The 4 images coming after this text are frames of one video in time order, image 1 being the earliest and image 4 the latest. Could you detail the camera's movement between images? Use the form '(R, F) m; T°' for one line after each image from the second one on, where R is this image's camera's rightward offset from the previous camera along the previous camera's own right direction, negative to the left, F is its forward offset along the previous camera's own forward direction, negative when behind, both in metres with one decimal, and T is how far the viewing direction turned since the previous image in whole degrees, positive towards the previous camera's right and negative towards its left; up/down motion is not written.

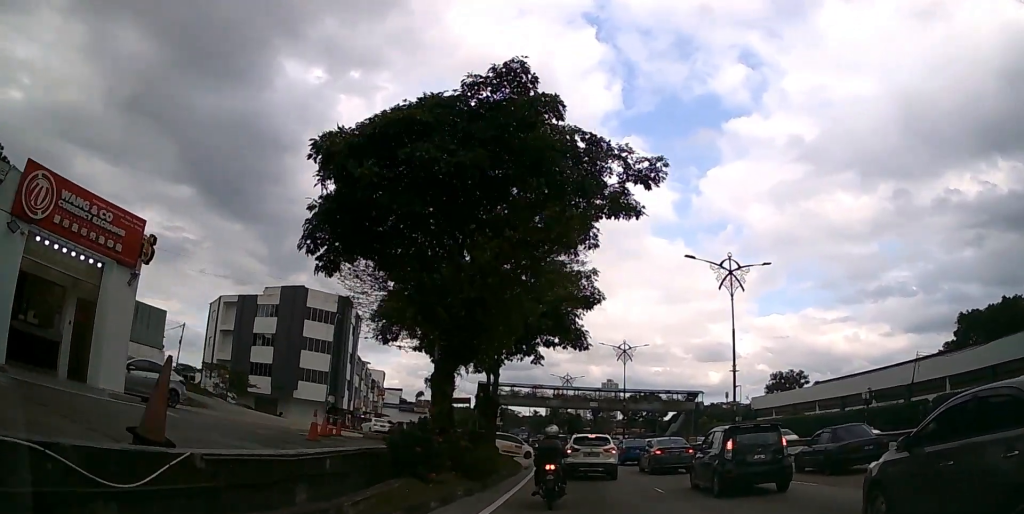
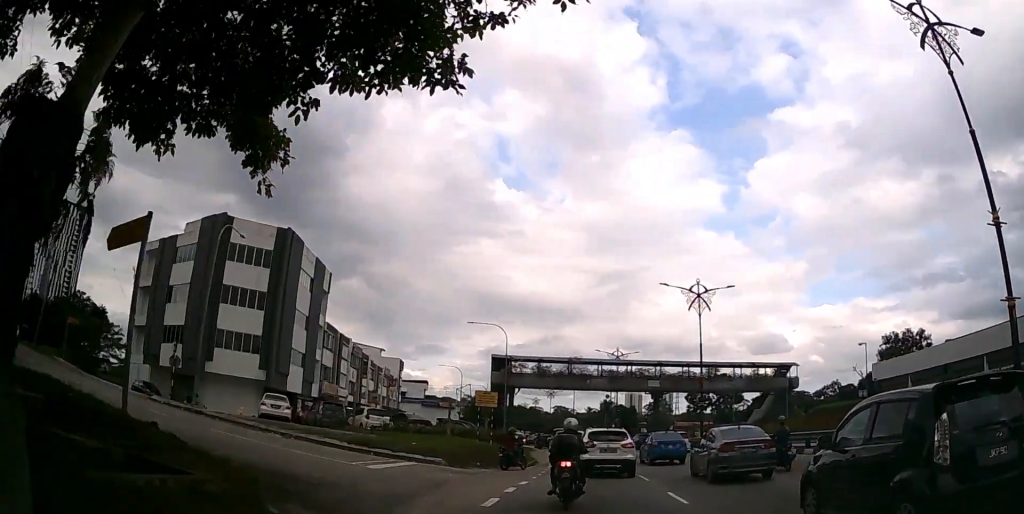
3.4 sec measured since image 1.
(-0.8, +23.2) m; -5°
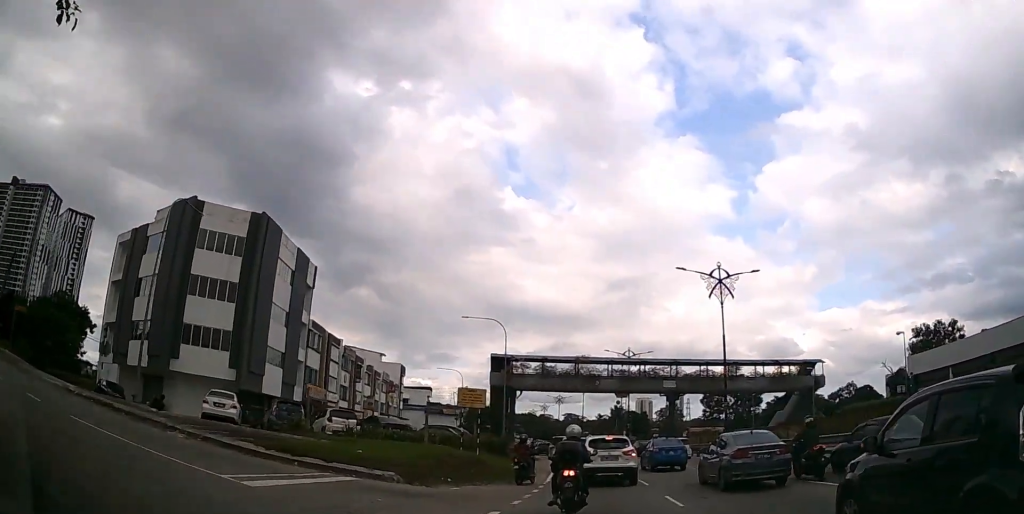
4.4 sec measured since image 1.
(-0.1, +5.4) m; -2°
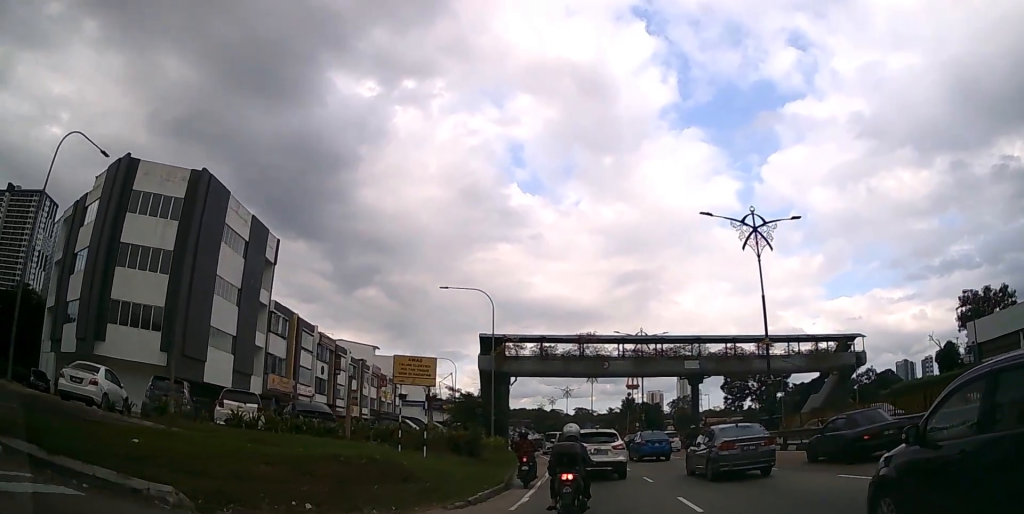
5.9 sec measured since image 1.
(-0.1, +7.9) m; -1°
